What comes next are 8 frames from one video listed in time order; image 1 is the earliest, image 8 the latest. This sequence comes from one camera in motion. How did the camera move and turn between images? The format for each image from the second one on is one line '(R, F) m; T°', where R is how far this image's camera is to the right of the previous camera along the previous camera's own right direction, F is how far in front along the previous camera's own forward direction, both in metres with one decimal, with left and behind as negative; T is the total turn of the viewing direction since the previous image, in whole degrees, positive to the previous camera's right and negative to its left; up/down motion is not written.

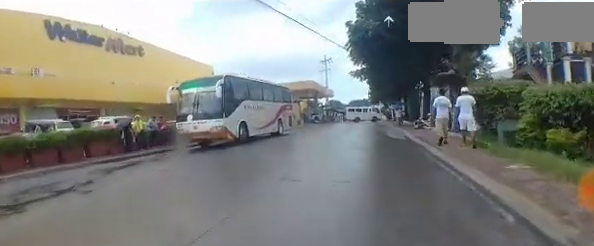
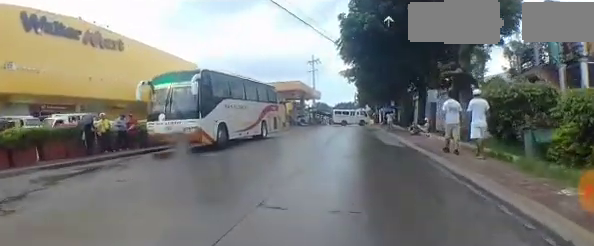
(+0.1, +1.4) m; +4°
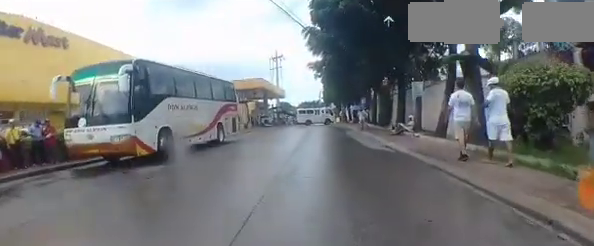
(0.0, +2.7) m; +2°
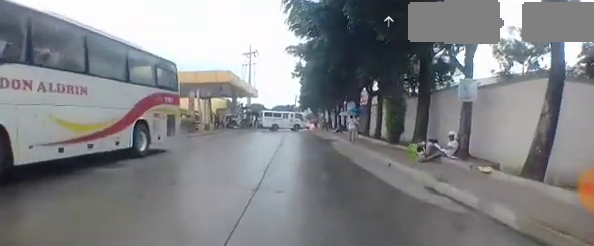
(+0.3, +5.7) m; +7°
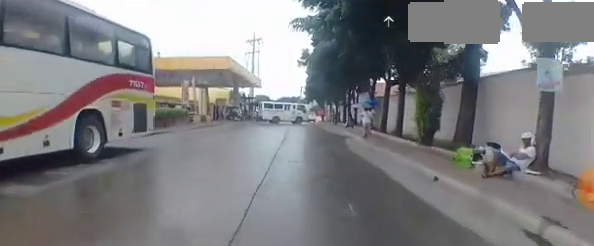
(-0.1, +3.2) m; +6°
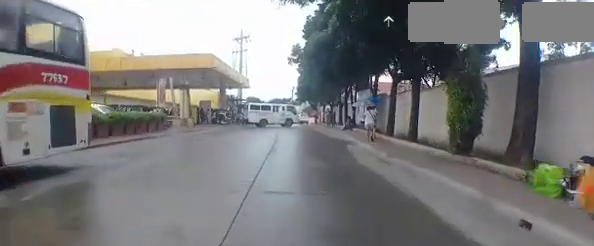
(+0.4, +3.4) m; +5°
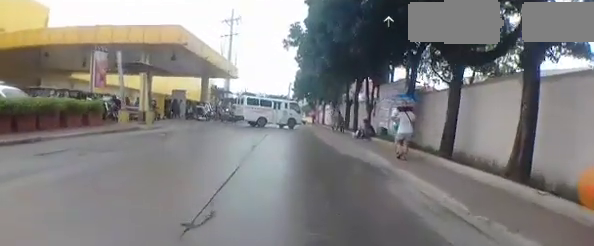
(+0.4, +7.3) m; +1°
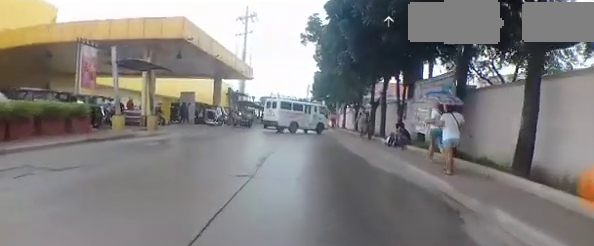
(-0.1, +2.4) m; +1°
